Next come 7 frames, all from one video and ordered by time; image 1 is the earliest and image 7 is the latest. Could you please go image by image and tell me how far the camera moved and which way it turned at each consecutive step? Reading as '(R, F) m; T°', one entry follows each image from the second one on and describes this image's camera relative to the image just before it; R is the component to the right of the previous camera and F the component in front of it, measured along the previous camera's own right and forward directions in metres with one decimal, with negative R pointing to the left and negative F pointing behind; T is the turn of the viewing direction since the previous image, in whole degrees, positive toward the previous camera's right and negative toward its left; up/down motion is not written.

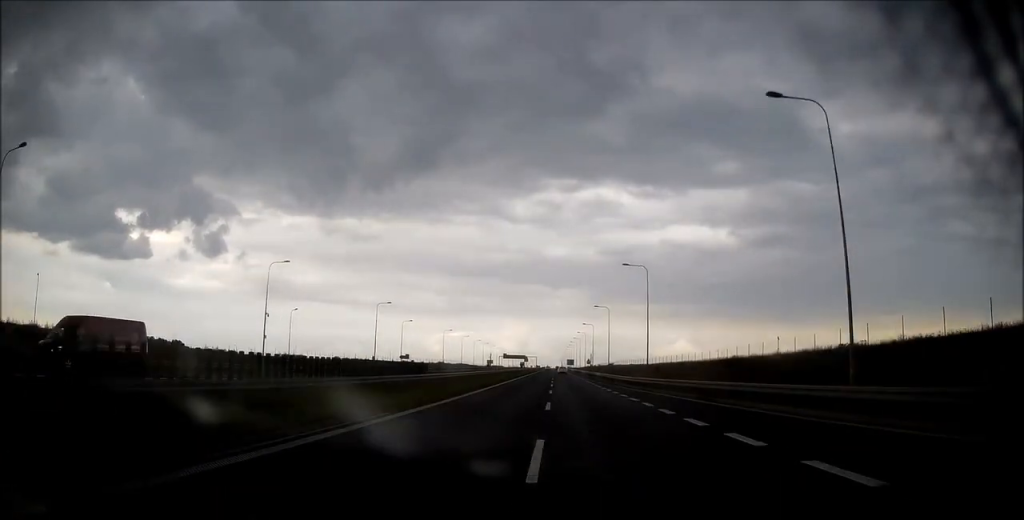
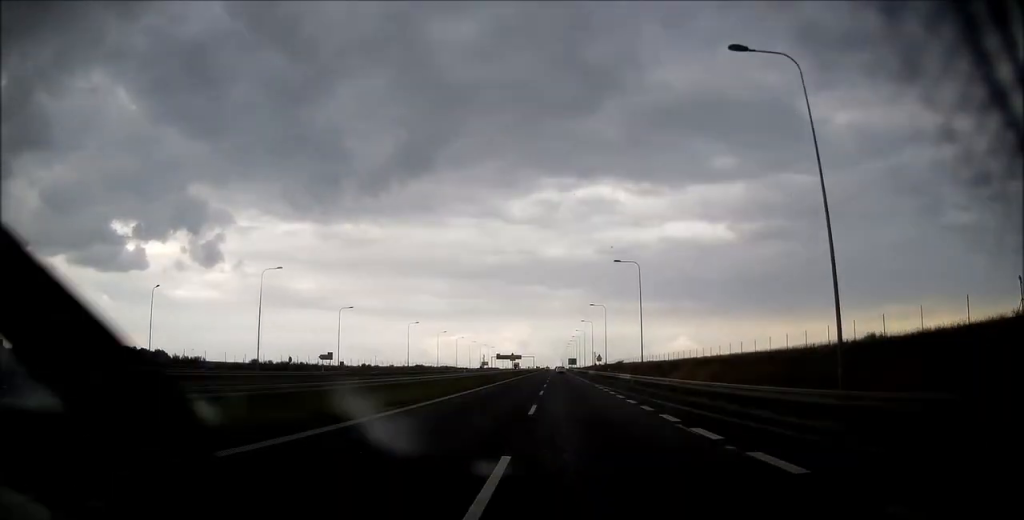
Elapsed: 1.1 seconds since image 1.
(-0.2, +38.3) m; 0°
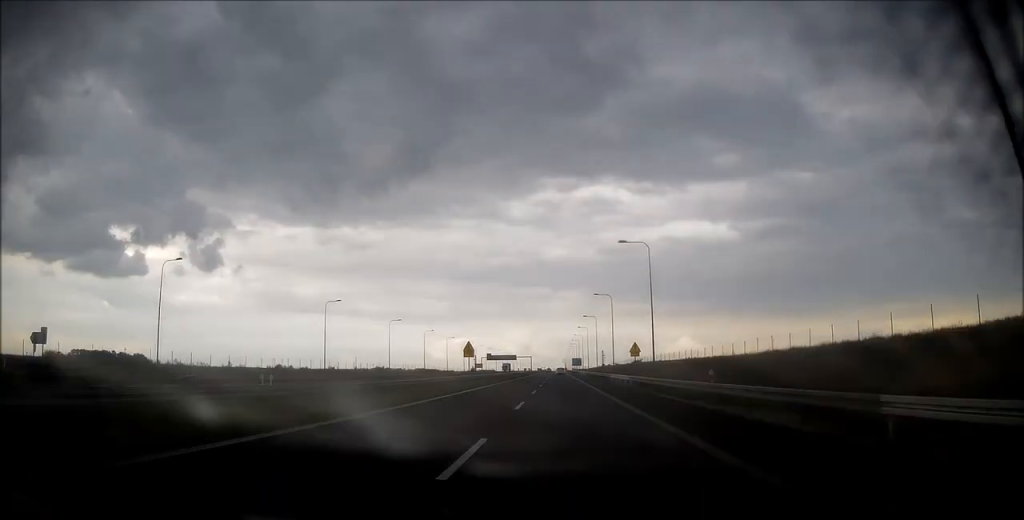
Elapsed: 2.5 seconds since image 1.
(0.0, +47.1) m; 0°
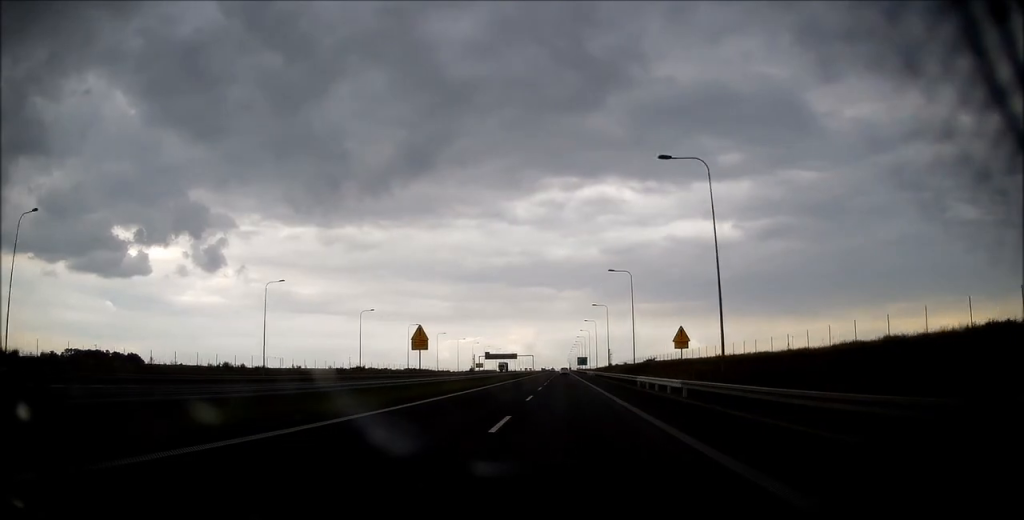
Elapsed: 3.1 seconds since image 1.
(0.0, +18.9) m; 0°
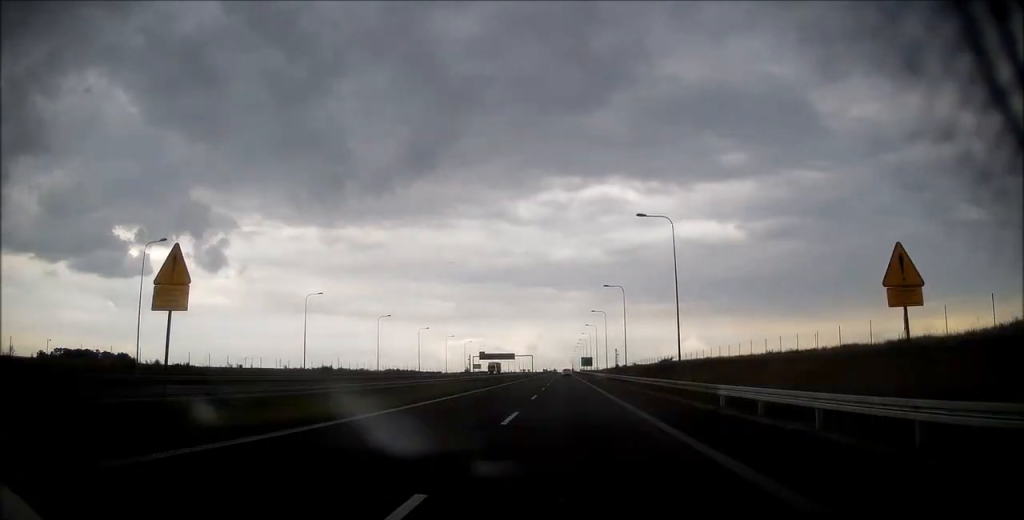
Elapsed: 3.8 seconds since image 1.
(0.0, +22.2) m; 0°
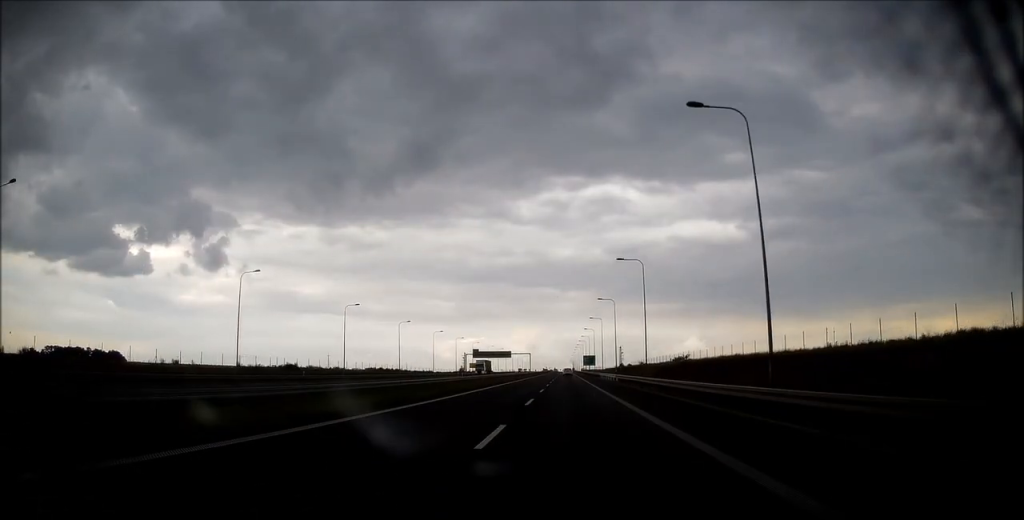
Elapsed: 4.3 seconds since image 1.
(-0.1, +16.6) m; 0°
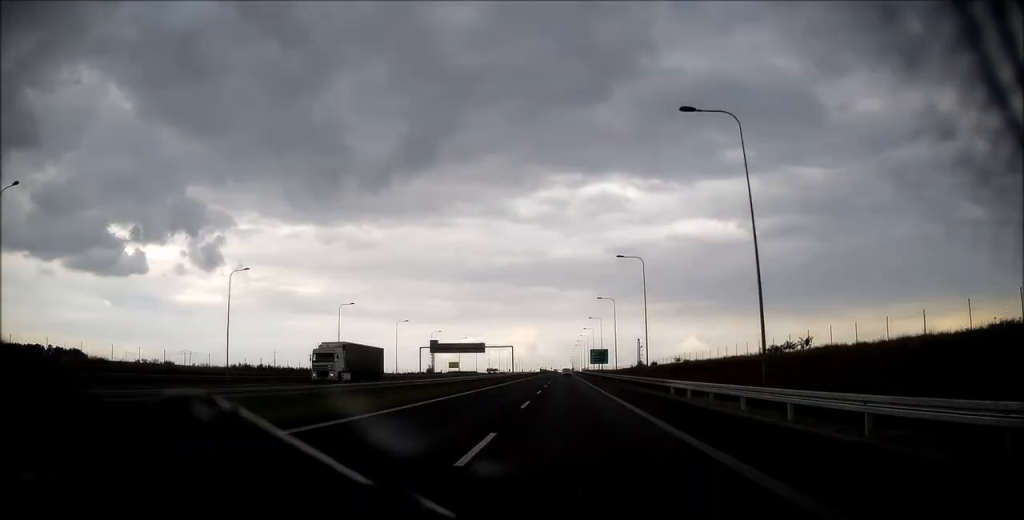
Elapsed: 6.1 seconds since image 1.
(-0.1, +61.7) m; 0°
